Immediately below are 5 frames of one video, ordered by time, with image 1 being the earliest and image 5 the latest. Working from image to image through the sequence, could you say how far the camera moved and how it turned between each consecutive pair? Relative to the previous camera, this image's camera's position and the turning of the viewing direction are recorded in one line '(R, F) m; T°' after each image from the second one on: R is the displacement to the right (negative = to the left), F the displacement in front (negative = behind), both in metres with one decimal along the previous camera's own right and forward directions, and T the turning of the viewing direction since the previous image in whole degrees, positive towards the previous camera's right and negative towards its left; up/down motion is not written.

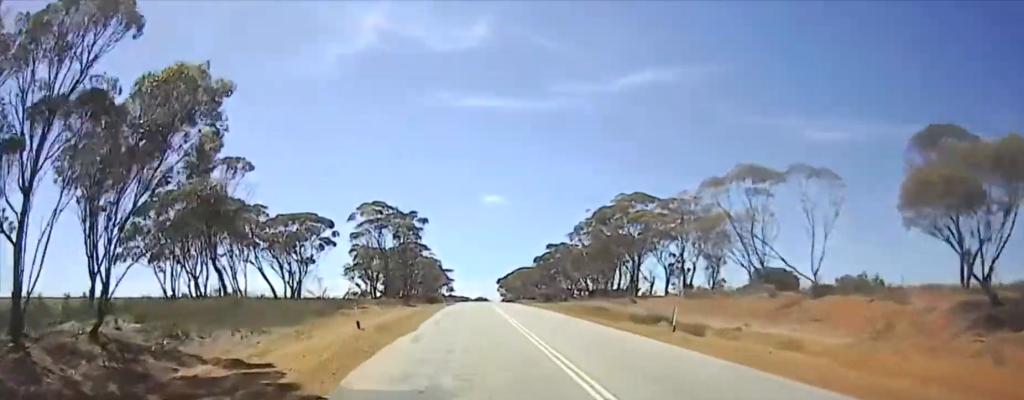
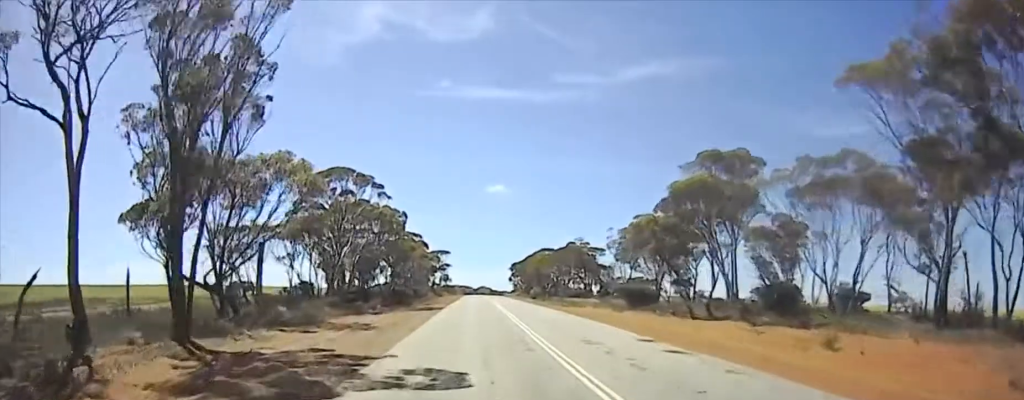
(+0.2, +40.3) m; +2°
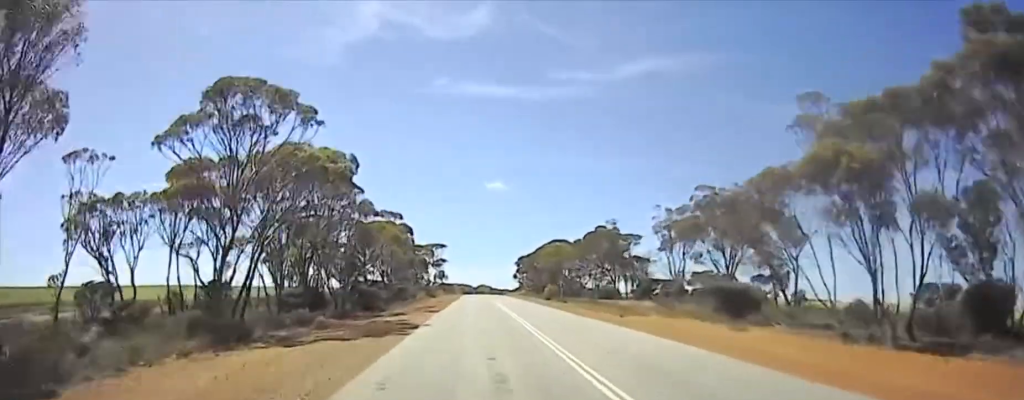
(+0.2, +13.8) m; +1°
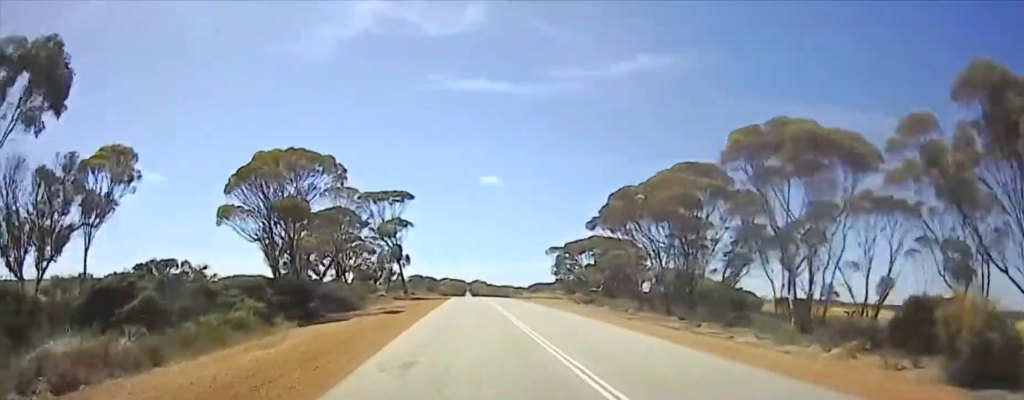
(+0.2, +75.1) m; 0°
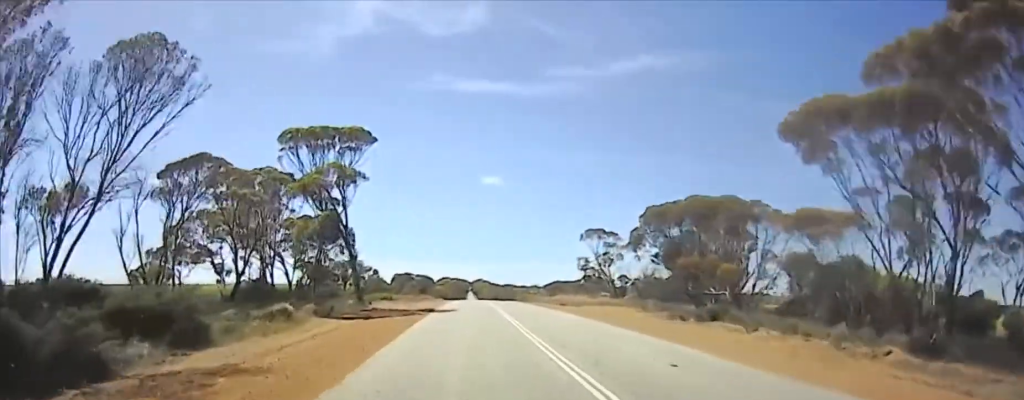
(+0.1, +34.7) m; 0°
